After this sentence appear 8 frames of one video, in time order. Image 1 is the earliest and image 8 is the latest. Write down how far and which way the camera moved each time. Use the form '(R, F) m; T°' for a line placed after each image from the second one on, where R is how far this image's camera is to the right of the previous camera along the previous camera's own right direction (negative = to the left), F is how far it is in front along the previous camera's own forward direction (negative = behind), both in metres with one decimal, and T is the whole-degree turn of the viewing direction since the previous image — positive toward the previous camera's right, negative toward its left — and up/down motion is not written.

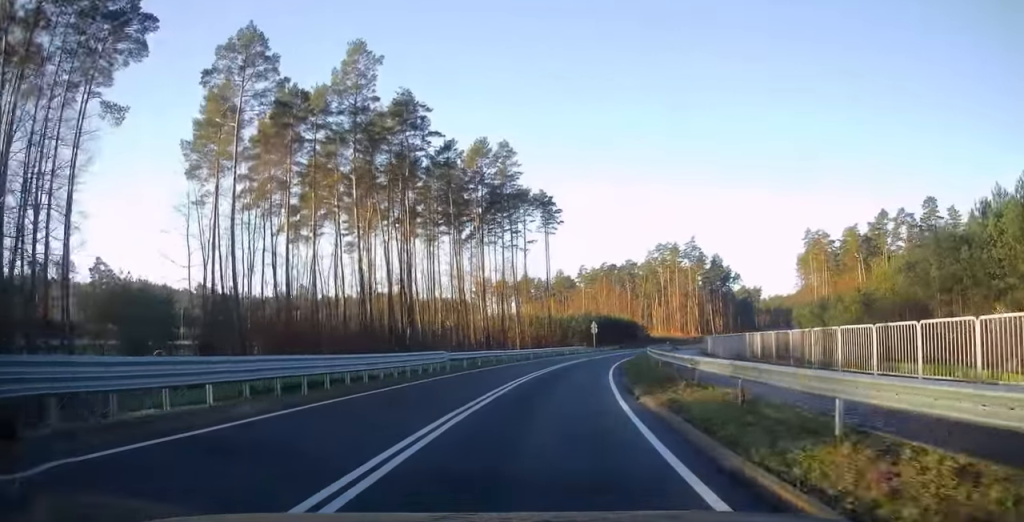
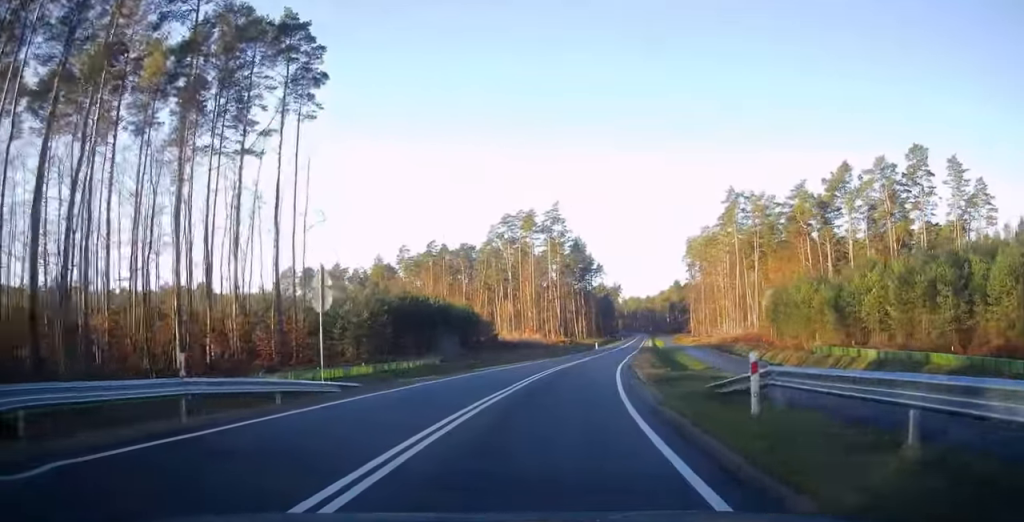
(+8.1, +58.2) m; +15°
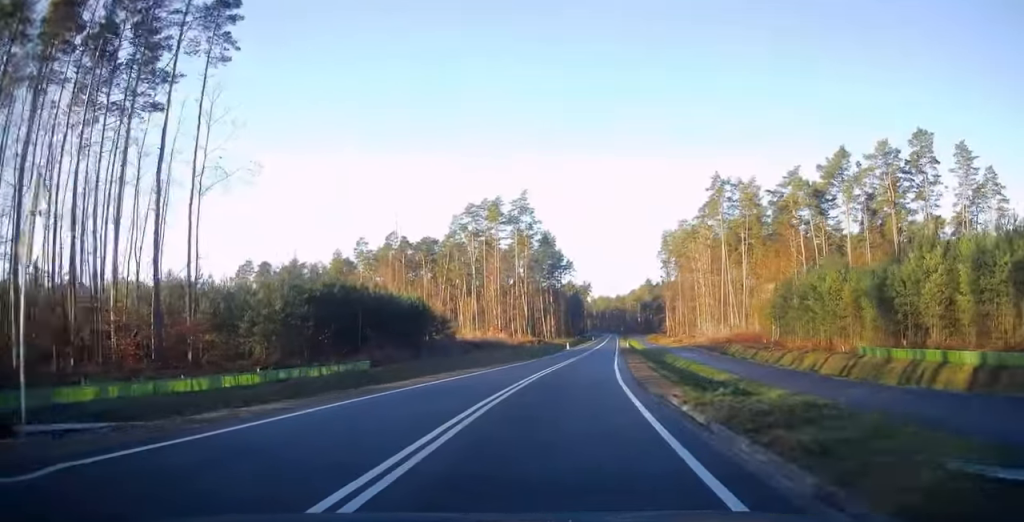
(+0.2, +11.5) m; +3°
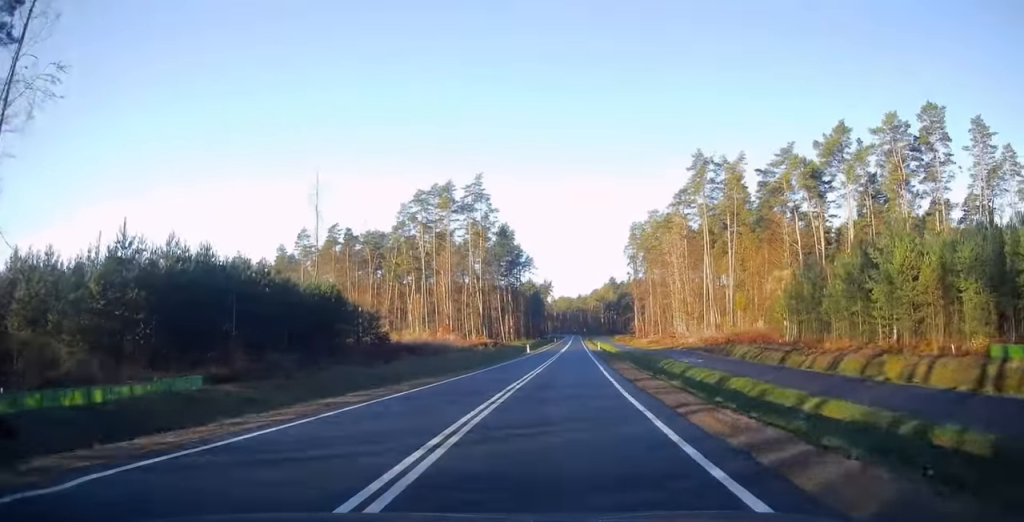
(+0.6, +15.0) m; +3°
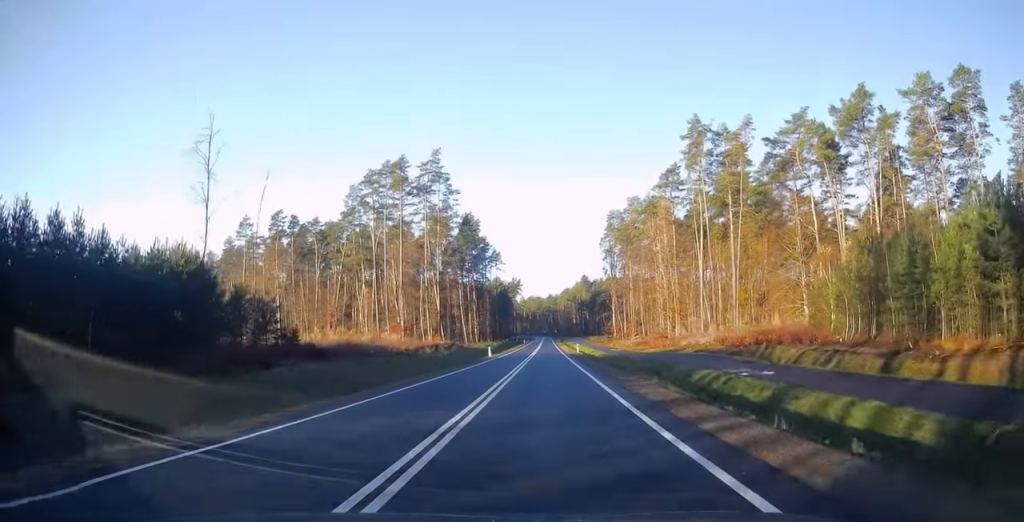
(+0.4, +16.5) m; +2°
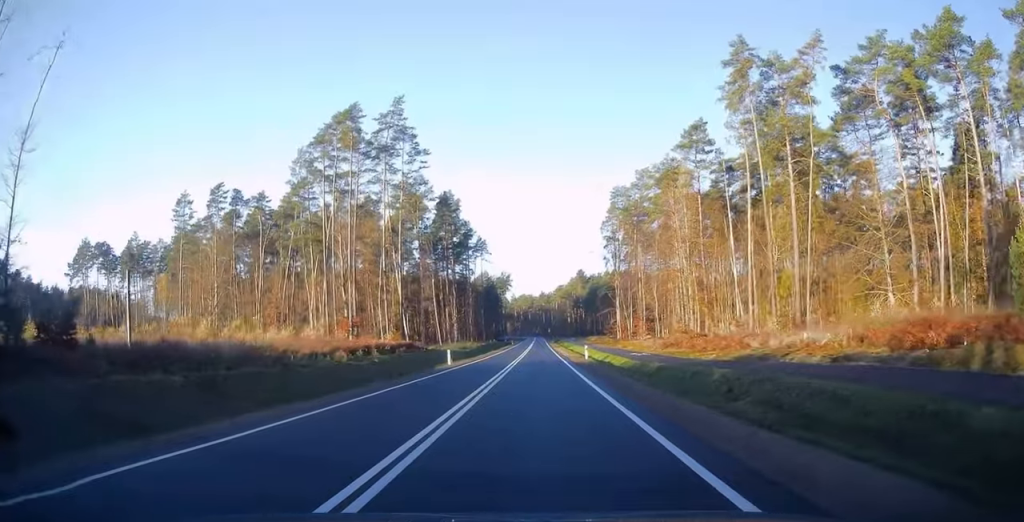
(+0.5, +23.8) m; +2°
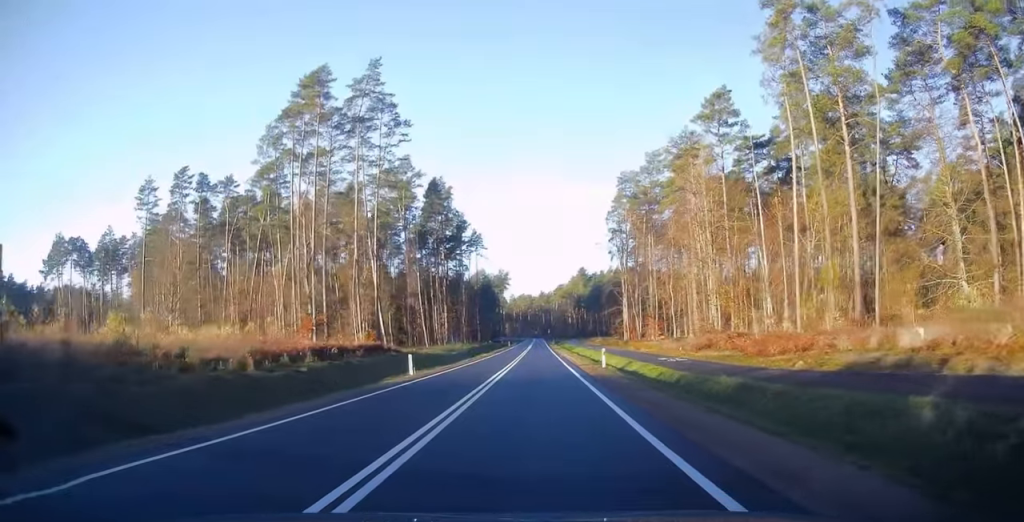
(+0.3, +12.5) m; 0°
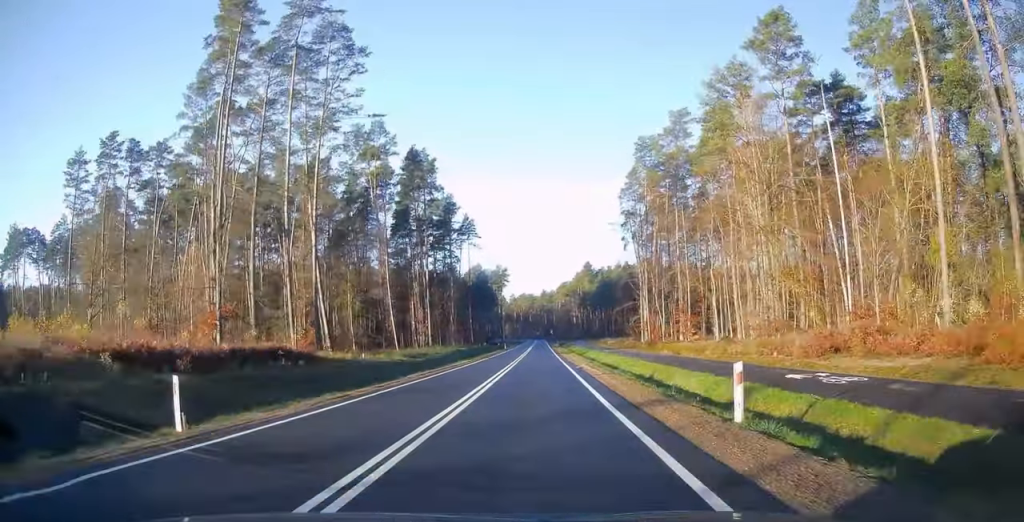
(-0.3, +20.7) m; 0°
